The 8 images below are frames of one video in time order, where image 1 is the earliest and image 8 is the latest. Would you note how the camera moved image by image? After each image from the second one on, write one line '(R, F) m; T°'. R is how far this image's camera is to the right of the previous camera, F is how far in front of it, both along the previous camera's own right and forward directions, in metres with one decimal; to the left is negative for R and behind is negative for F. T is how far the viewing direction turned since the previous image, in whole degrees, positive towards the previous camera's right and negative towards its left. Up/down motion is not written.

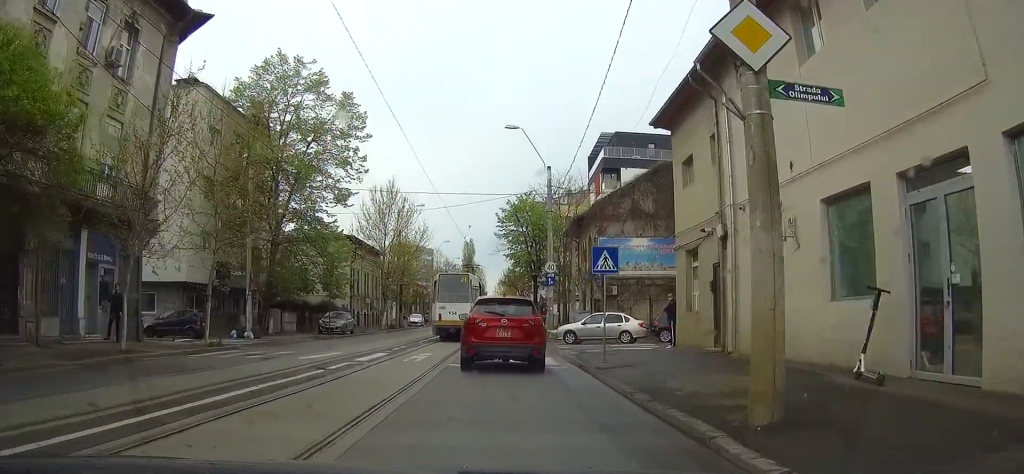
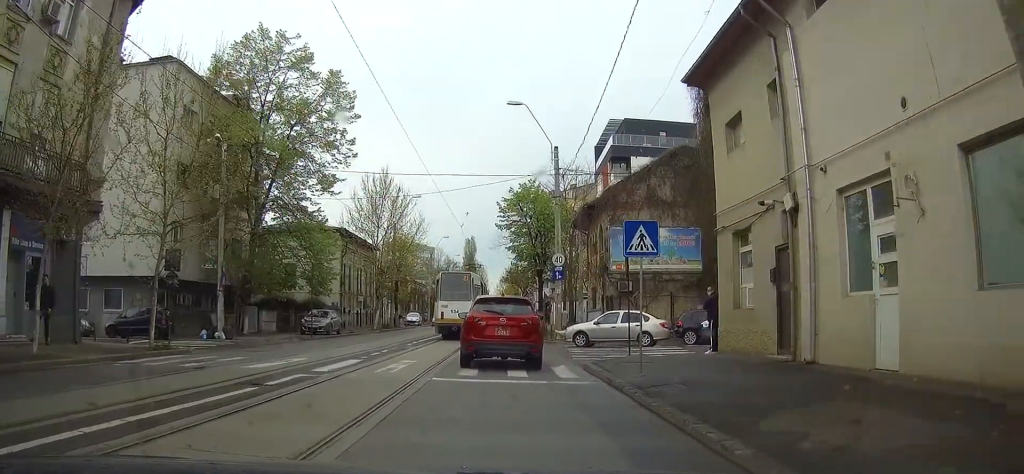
(+0.1, +4.3) m; -2°
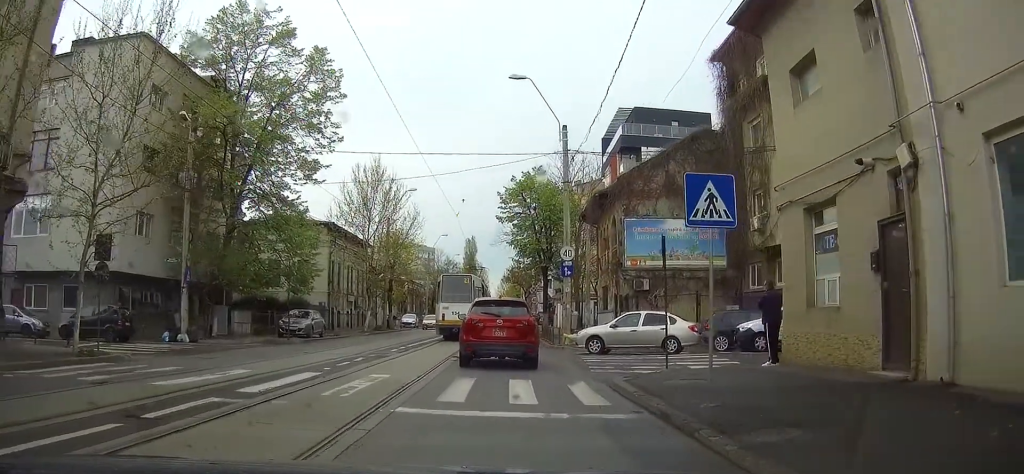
(+0.1, +4.2) m; -2°
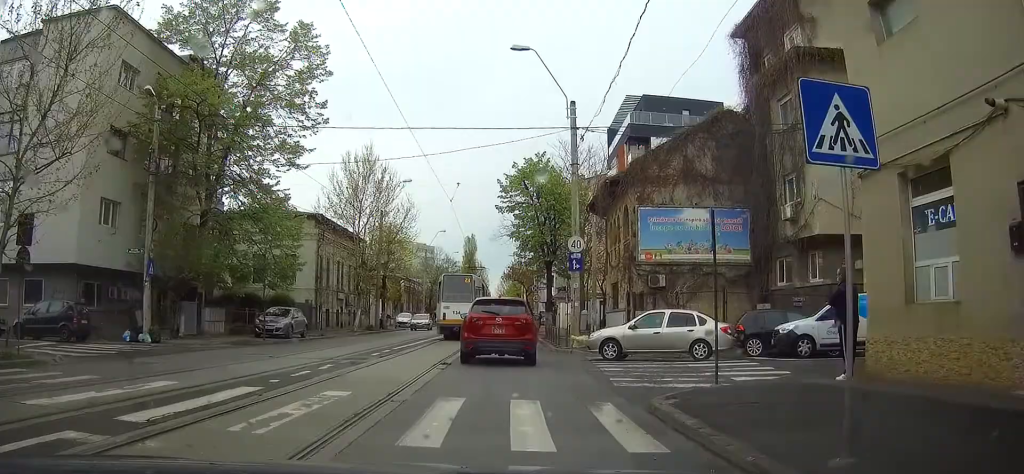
(-0.3, +3.5) m; 0°
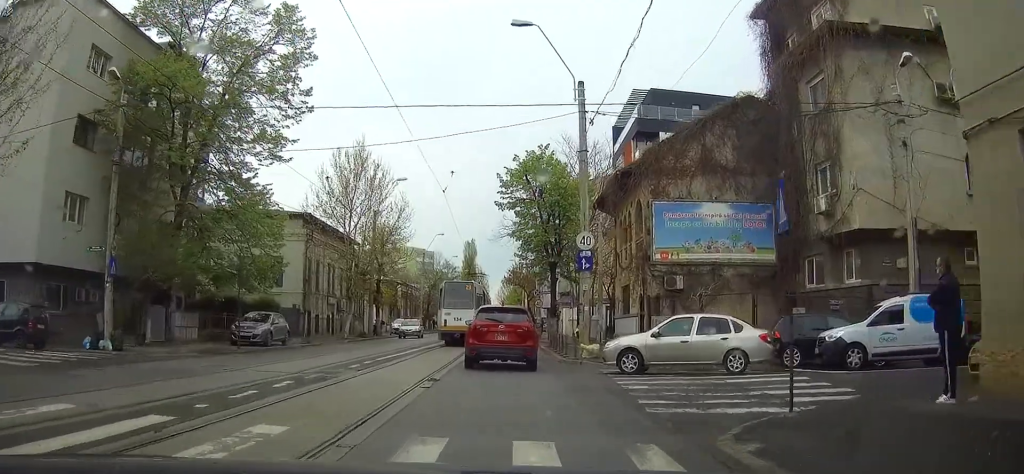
(-0.2, +3.1) m; 0°
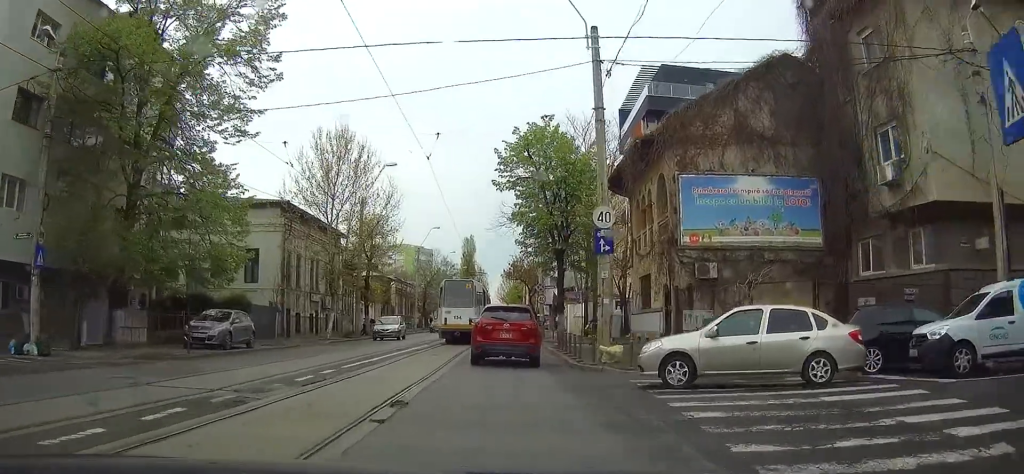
(+0.4, +4.4) m; +2°
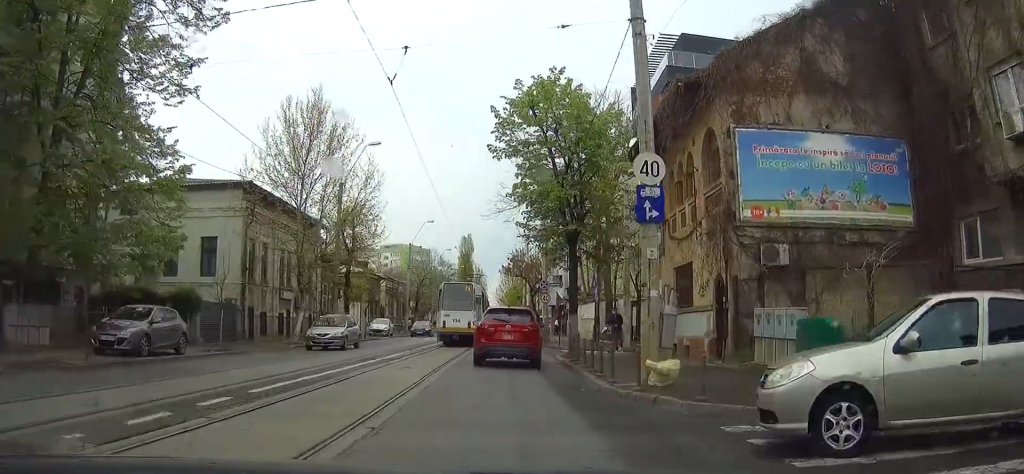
(+0.1, +5.8) m; +1°
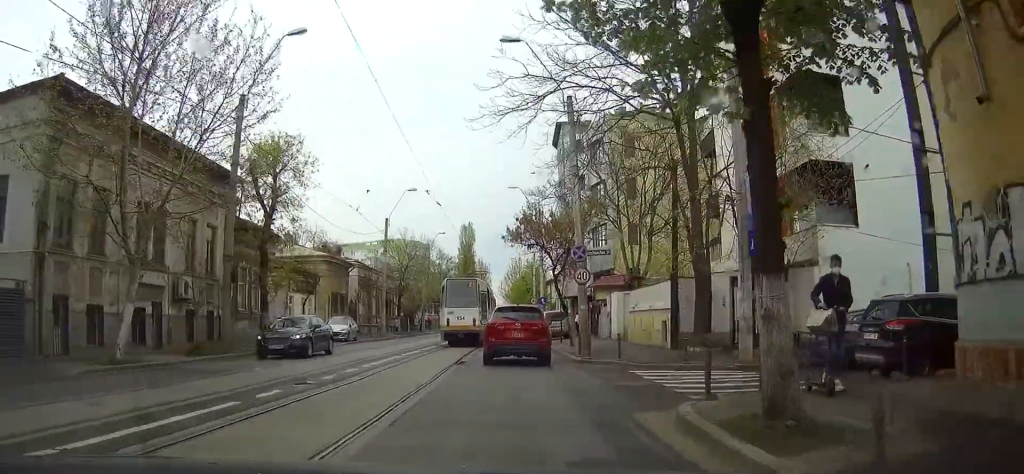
(-0.1, +17.2) m; +1°
